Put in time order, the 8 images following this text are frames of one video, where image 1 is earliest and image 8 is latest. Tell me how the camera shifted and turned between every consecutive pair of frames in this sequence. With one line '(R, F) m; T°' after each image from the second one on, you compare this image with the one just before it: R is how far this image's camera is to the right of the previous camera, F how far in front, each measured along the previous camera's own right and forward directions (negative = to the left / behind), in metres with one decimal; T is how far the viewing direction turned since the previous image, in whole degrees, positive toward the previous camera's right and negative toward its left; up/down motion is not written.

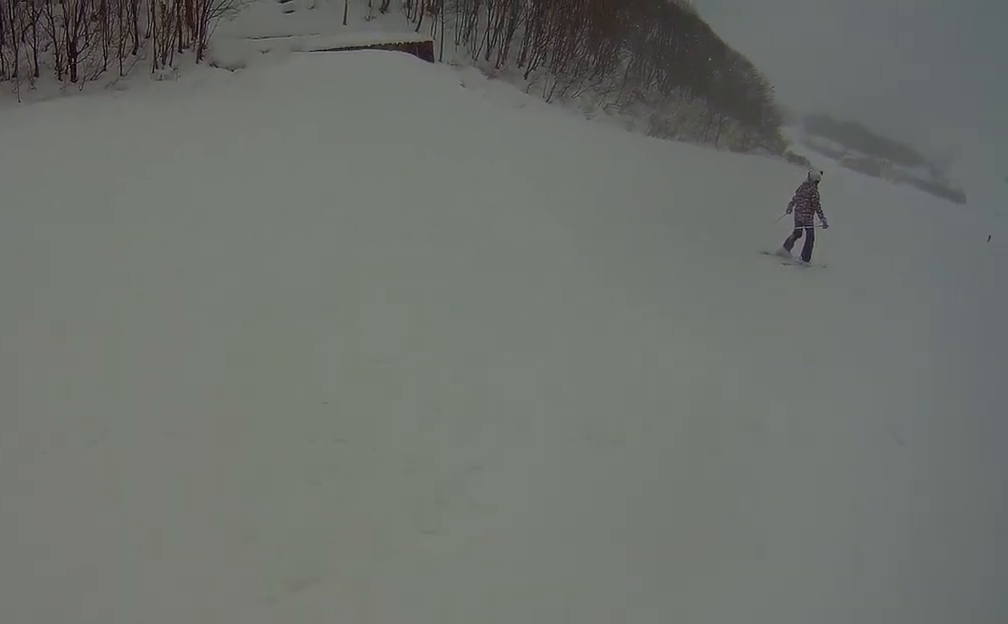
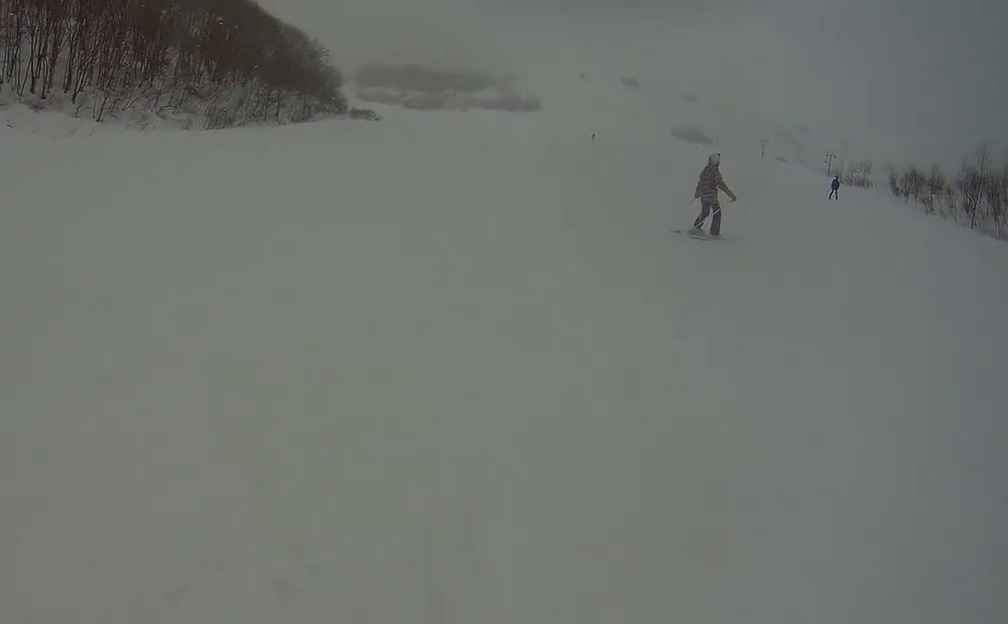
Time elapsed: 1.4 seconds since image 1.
(+1.2, +4.8) m; +35°
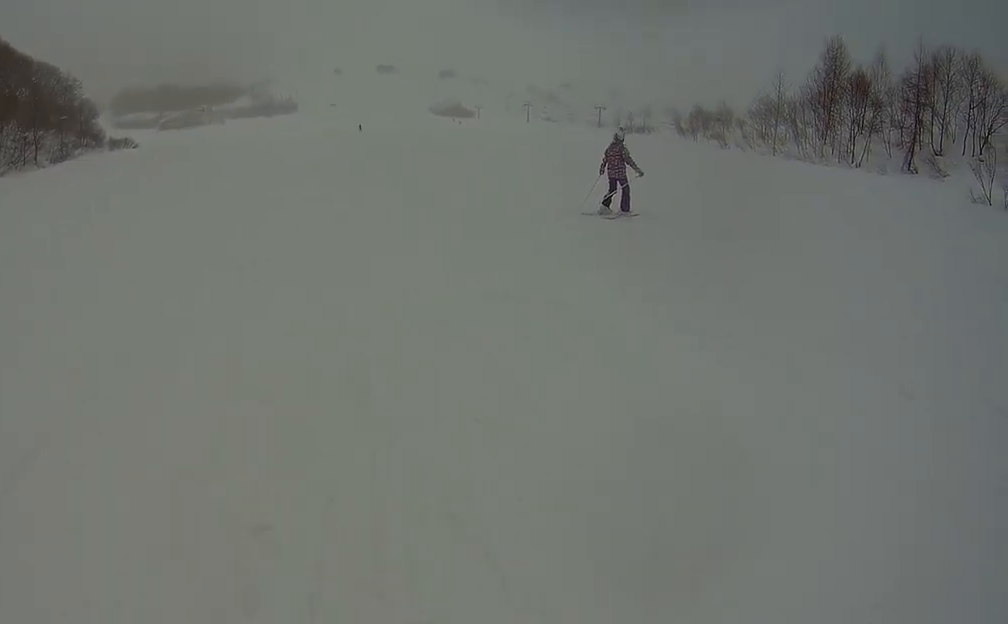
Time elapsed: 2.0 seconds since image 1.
(+0.5, +2.4) m; +16°
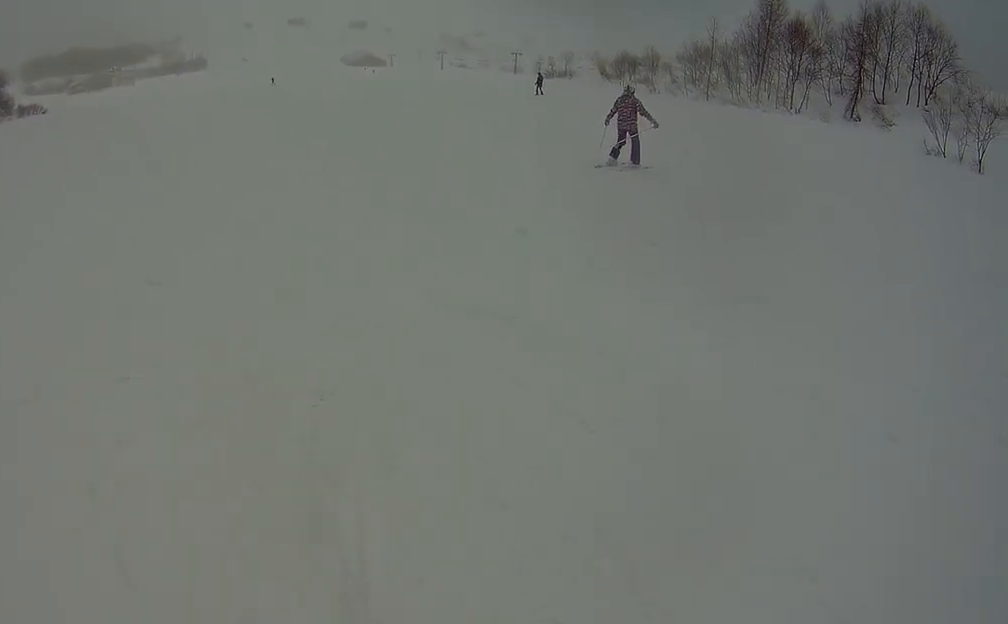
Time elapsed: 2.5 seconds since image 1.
(0.0, +1.9) m; +8°
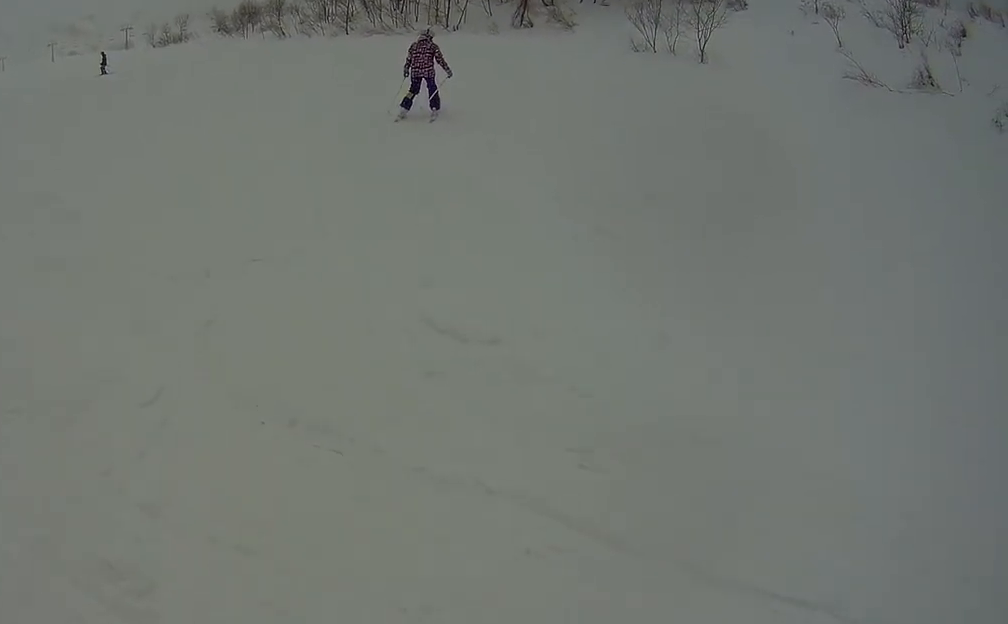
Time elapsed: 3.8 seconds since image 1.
(+1.3, +5.6) m; +27°
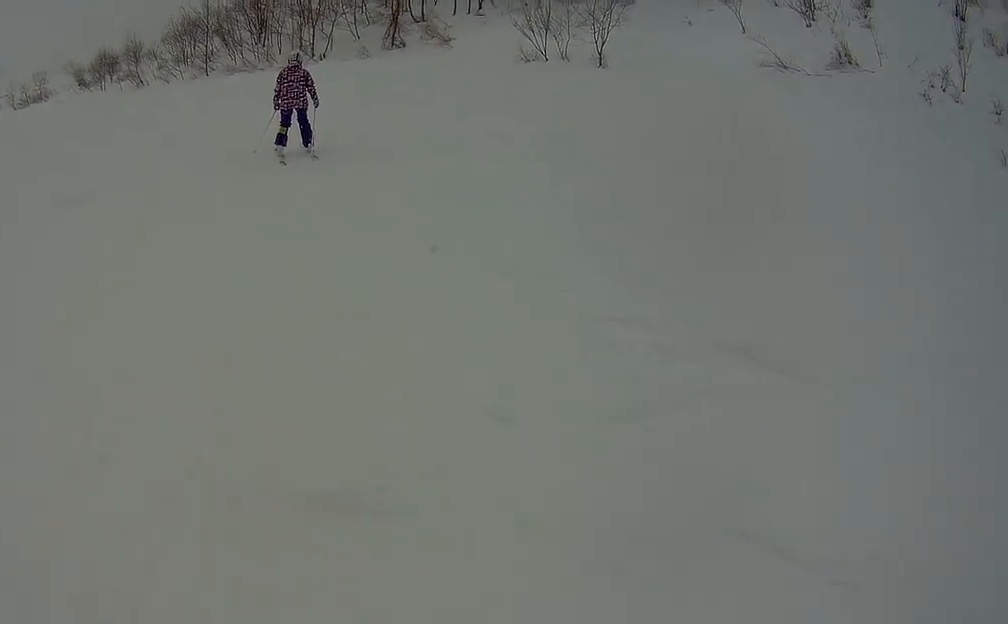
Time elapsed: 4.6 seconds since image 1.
(+0.5, +3.5) m; +21°
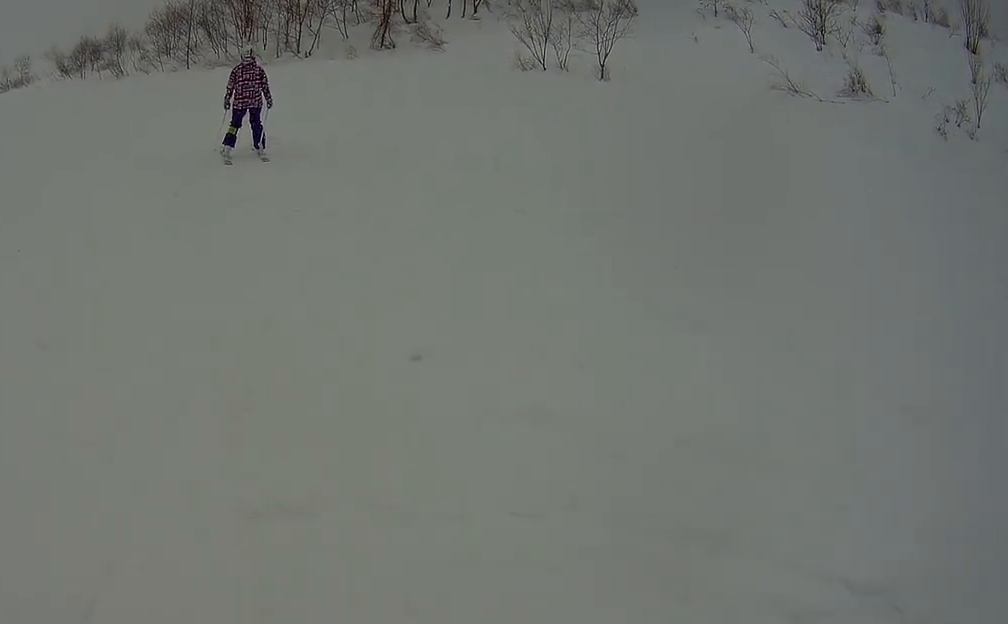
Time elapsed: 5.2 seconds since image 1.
(+0.3, +1.8) m; +12°
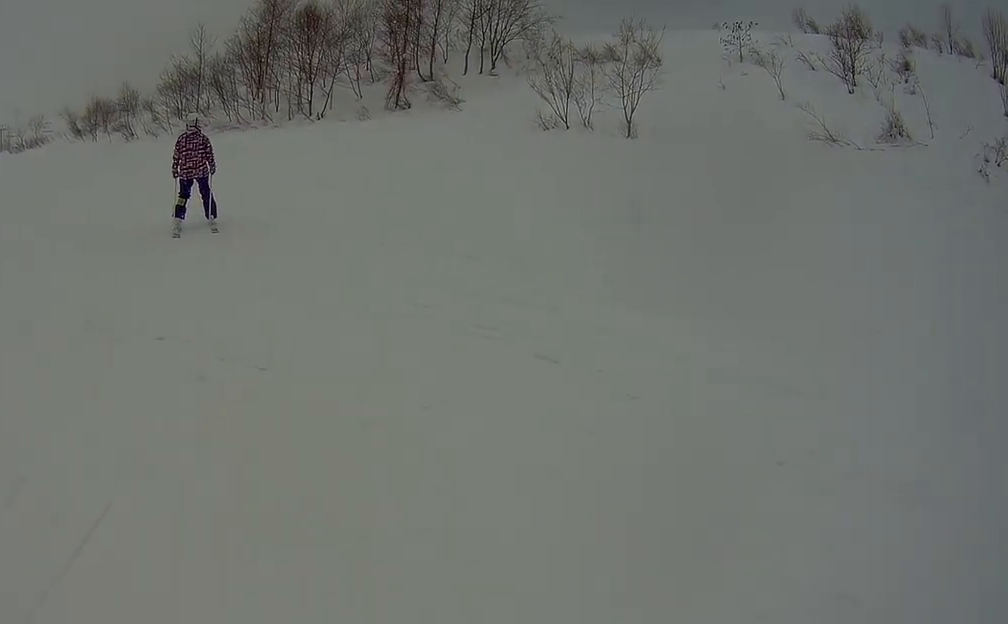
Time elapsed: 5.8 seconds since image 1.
(+0.5, +2.3) m; +15°
